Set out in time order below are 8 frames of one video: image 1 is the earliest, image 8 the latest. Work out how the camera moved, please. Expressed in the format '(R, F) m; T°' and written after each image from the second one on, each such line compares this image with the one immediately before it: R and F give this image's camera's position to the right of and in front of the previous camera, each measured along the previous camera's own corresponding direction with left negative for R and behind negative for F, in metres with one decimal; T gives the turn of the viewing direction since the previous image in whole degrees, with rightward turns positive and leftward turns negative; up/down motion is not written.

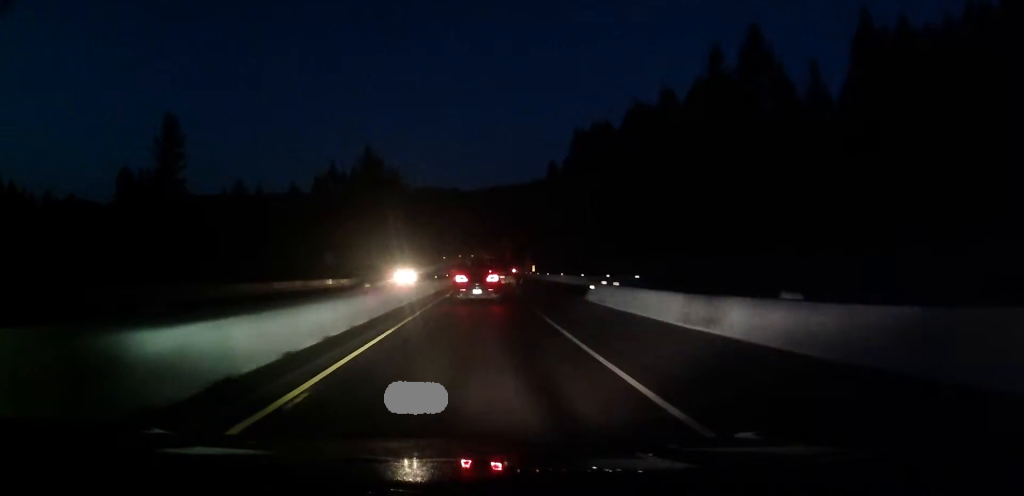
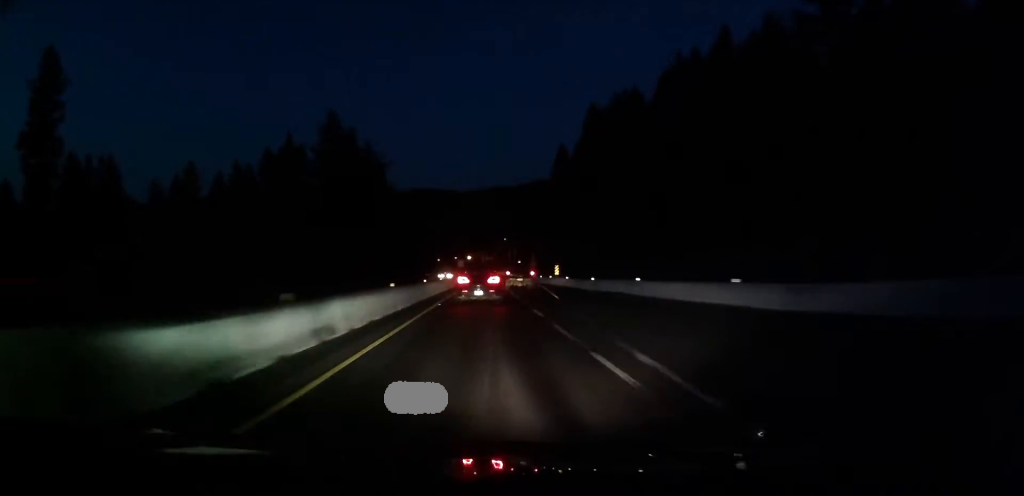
(-0.3, +32.7) m; 0°
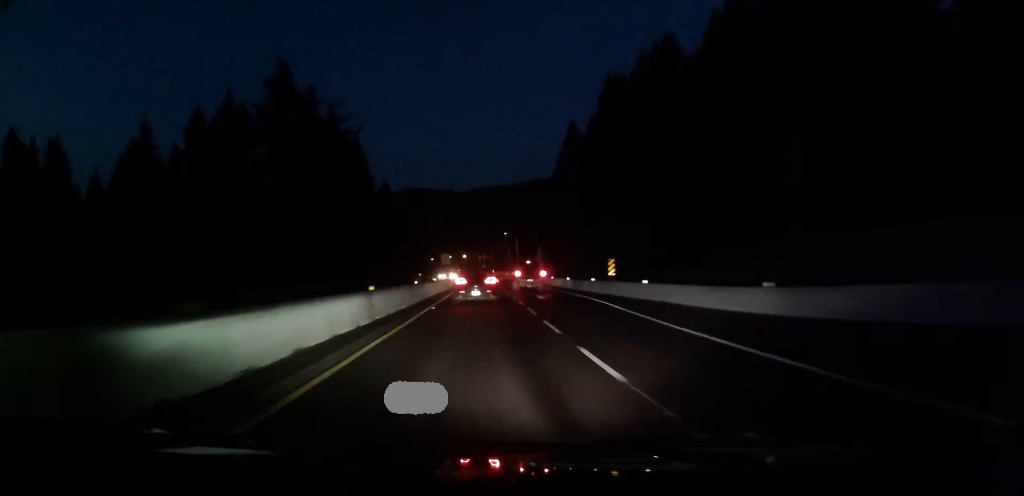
(+0.1, +27.8) m; 0°
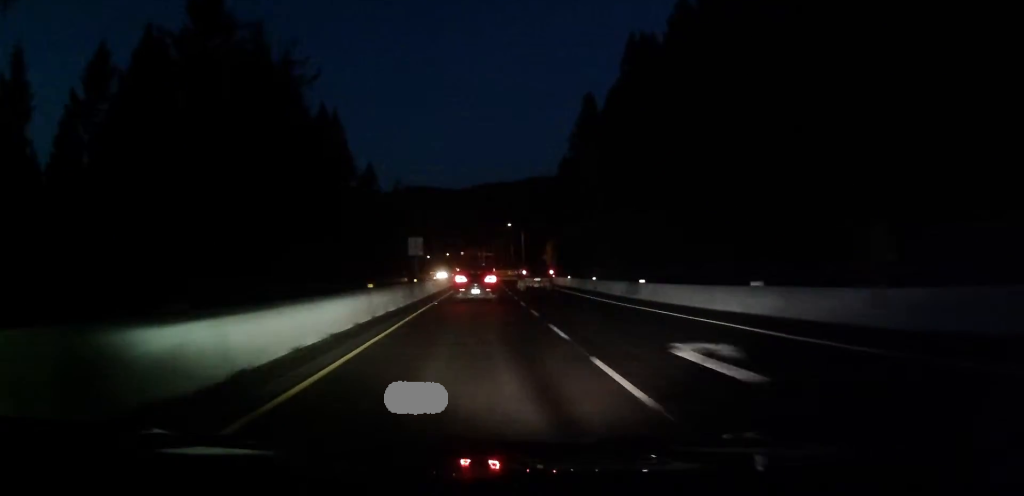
(-0.2, +24.4) m; 0°
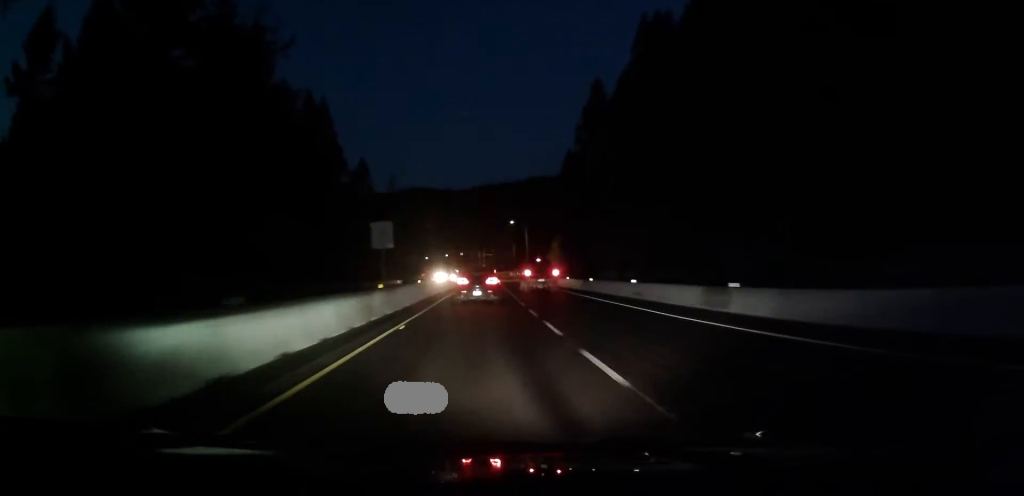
(+0.1, +10.4) m; +1°
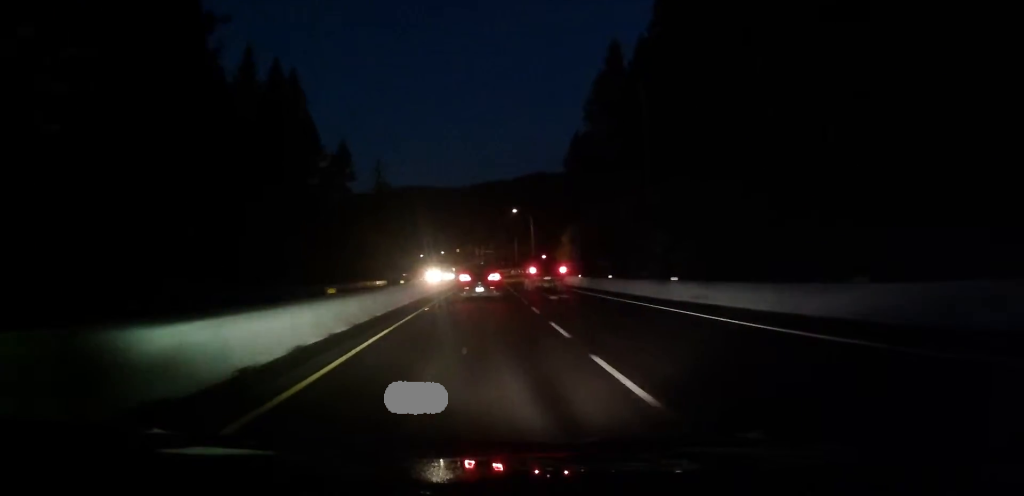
(+0.2, +18.5) m; +1°
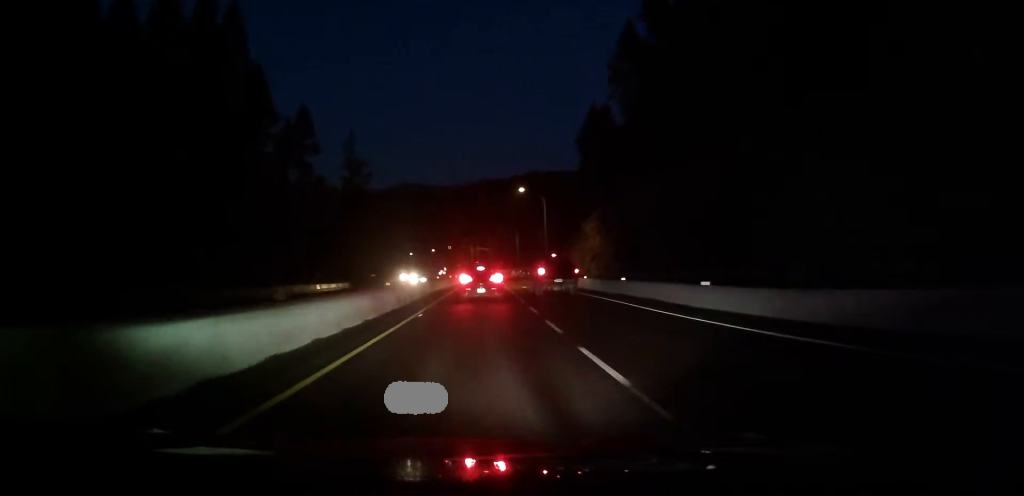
(+0.3, +27.6) m; 0°
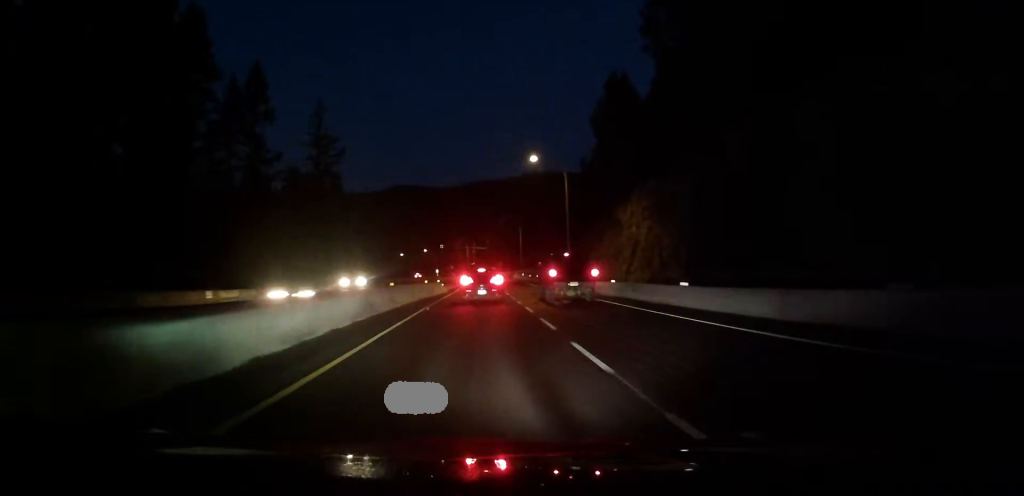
(-0.1, +22.1) m; 0°
